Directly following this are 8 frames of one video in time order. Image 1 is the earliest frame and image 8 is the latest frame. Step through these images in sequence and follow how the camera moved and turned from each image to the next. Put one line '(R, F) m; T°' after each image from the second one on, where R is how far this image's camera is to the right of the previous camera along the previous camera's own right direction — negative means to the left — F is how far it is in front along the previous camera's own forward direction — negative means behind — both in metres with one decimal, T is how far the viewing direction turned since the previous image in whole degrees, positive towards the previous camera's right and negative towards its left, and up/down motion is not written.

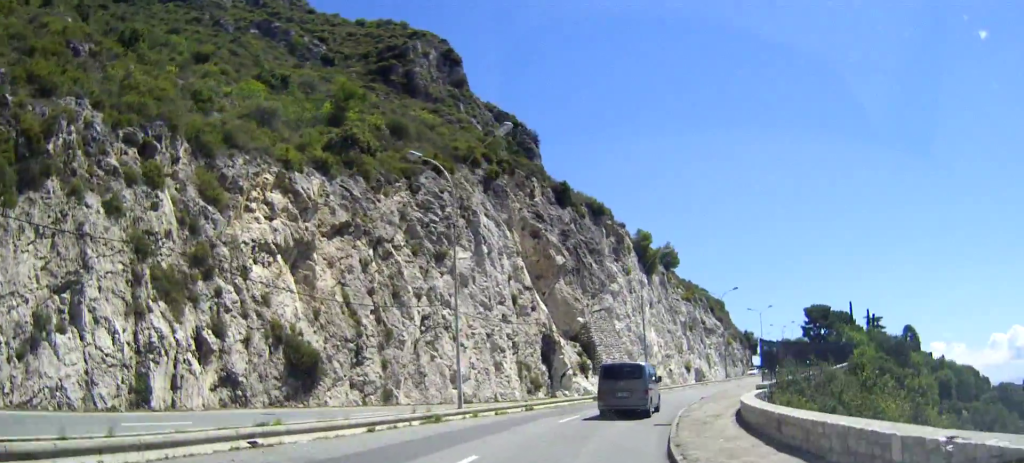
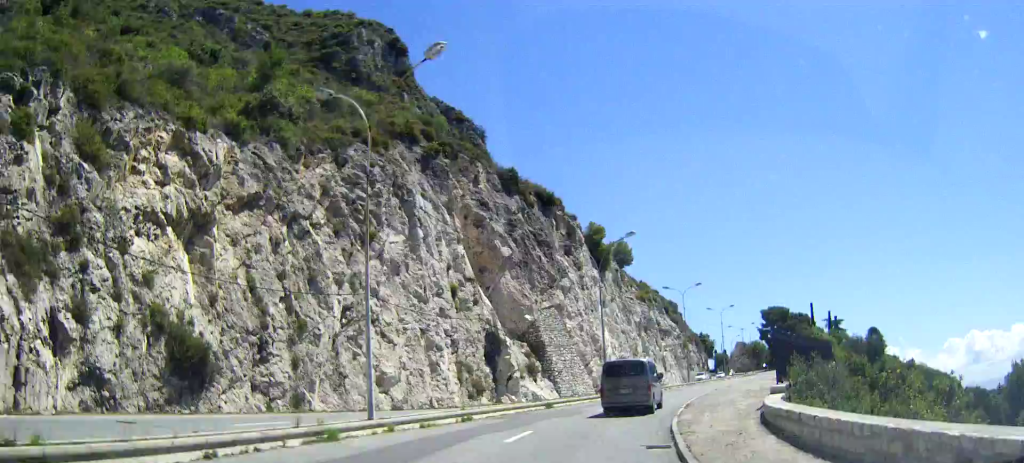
(+0.1, +6.9) m; +6°
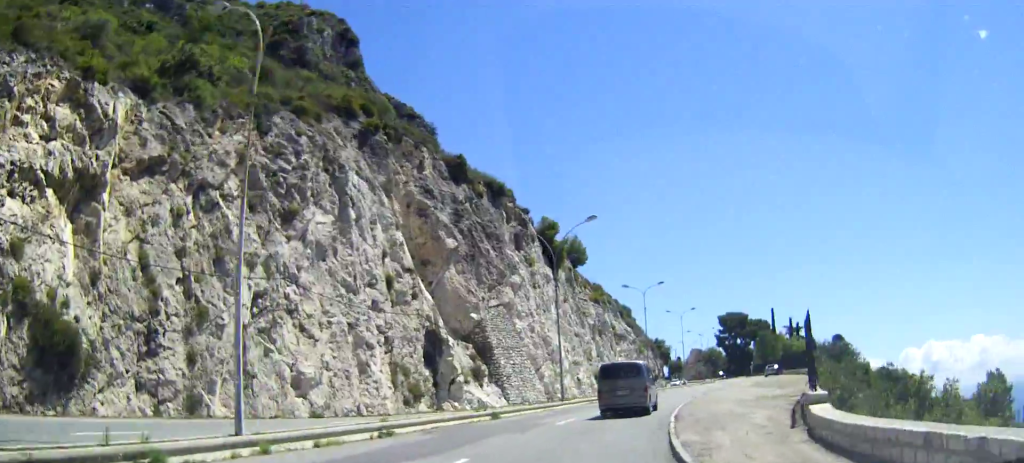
(+0.6, +6.1) m; +3°
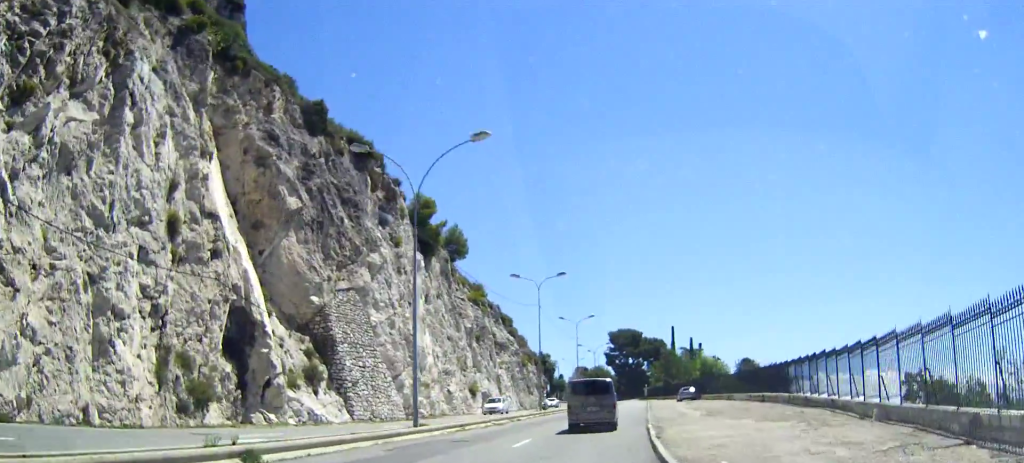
(+0.8, +15.8) m; +7°
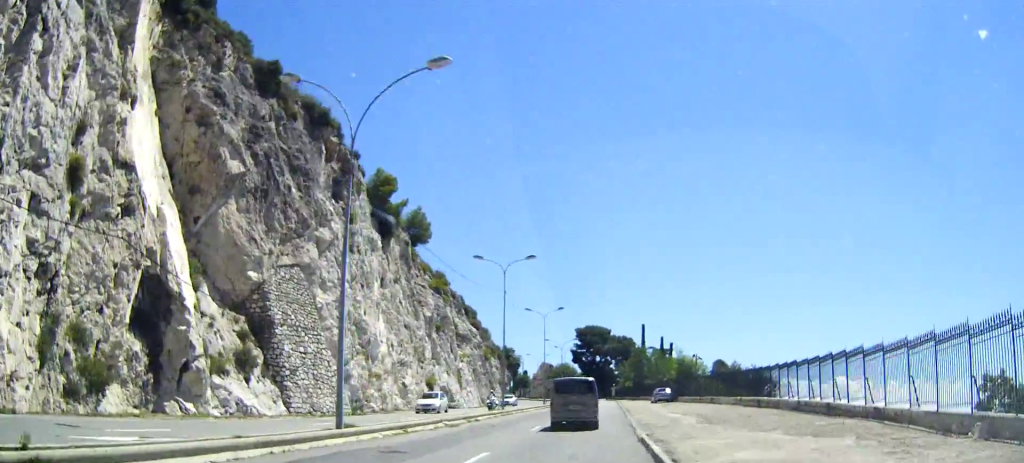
(-0.1, +5.7) m; +2°
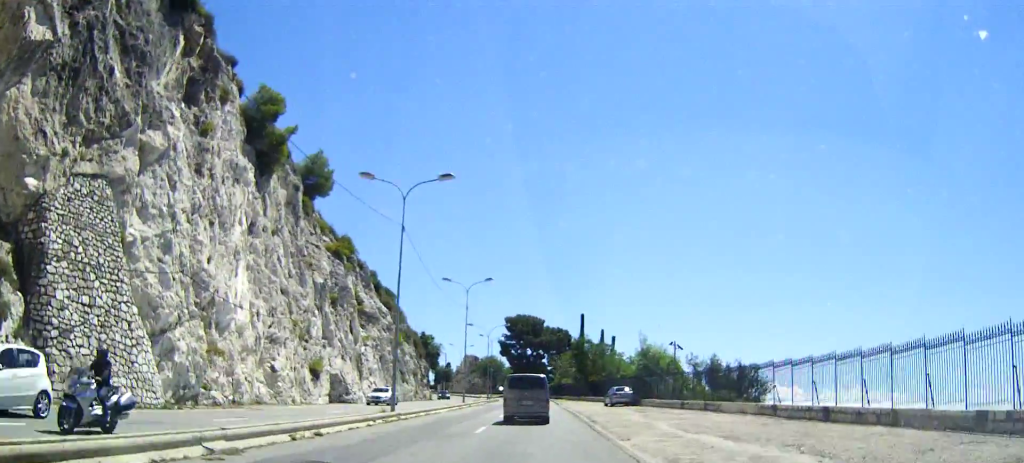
(+1.5, +17.0) m; +6°
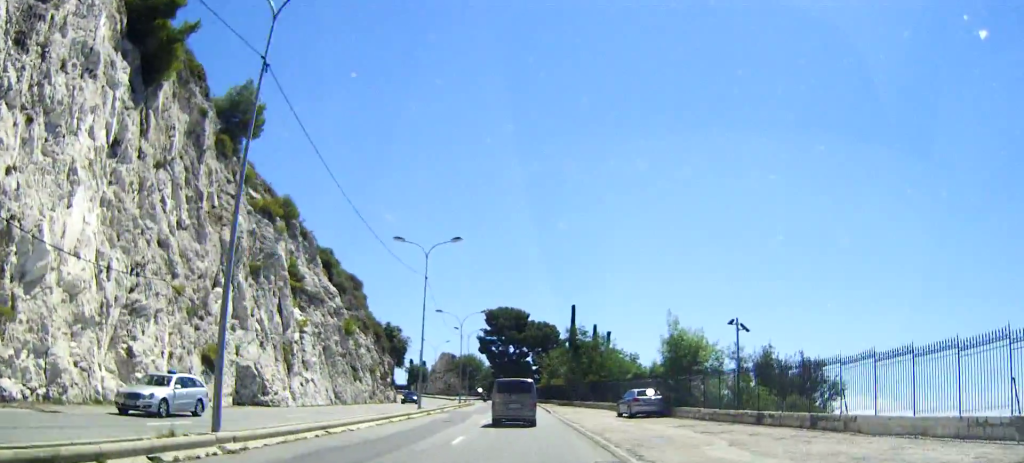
(+0.4, +16.0) m; +3°
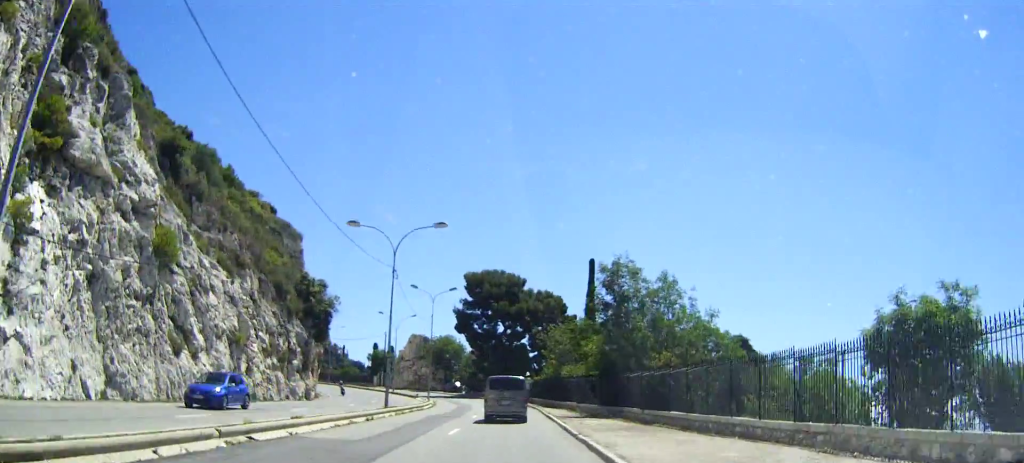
(+0.7, +35.0) m; +1°
